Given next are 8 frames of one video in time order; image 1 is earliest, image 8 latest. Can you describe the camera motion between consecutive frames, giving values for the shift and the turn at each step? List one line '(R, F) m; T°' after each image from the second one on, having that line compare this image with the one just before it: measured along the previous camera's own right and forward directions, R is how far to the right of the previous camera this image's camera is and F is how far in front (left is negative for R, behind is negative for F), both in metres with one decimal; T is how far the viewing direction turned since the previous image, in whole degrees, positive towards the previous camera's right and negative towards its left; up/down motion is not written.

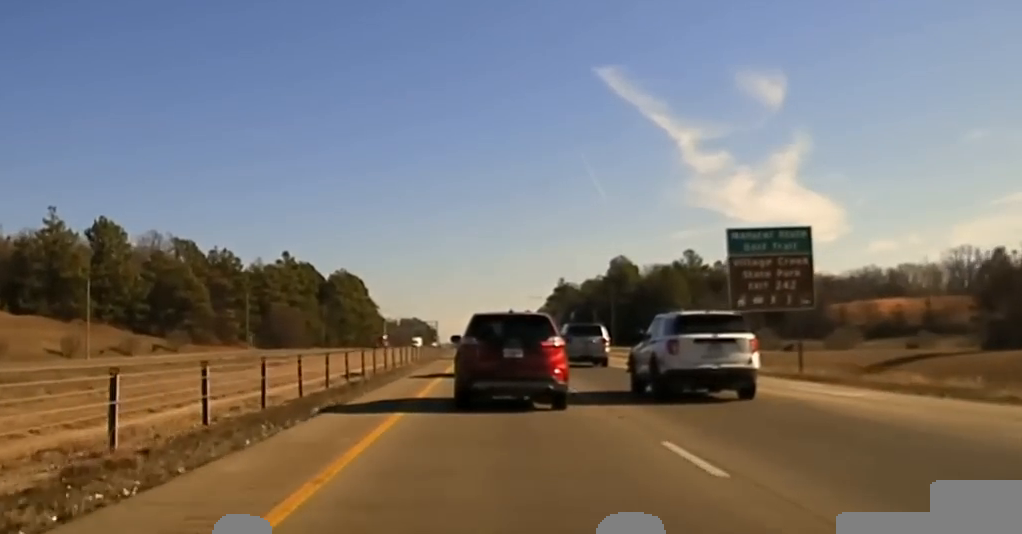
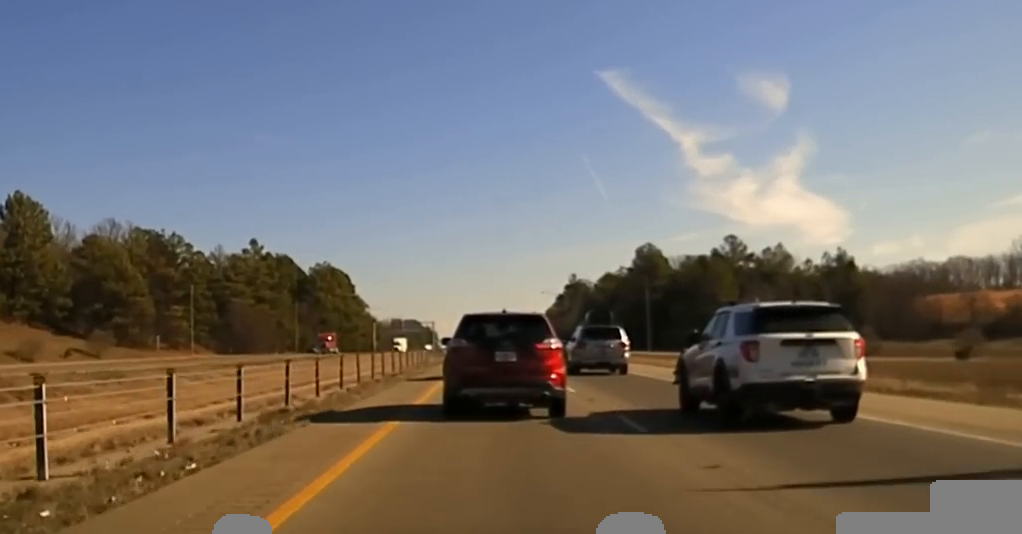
(+0.6, +42.5) m; +1°
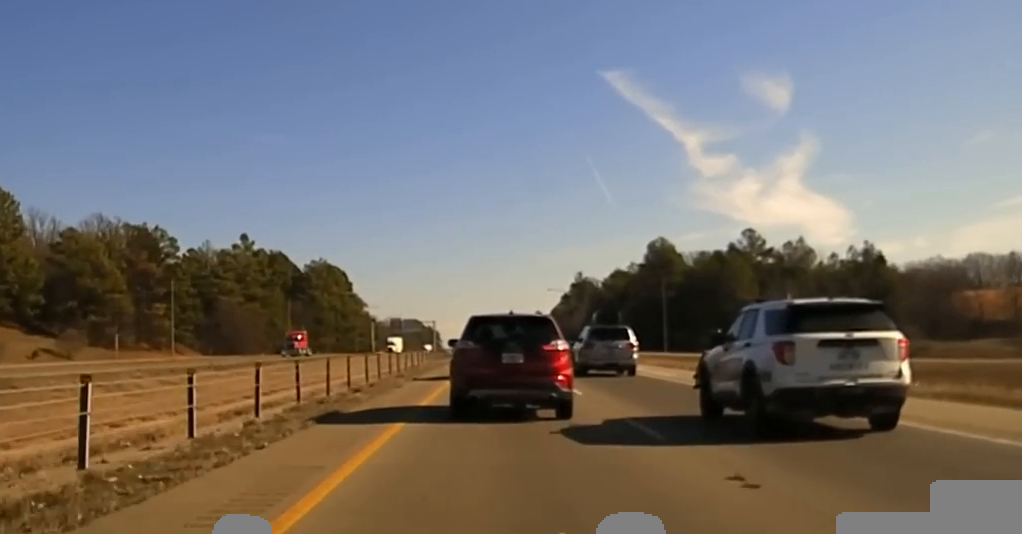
(+0.1, +12.7) m; 0°
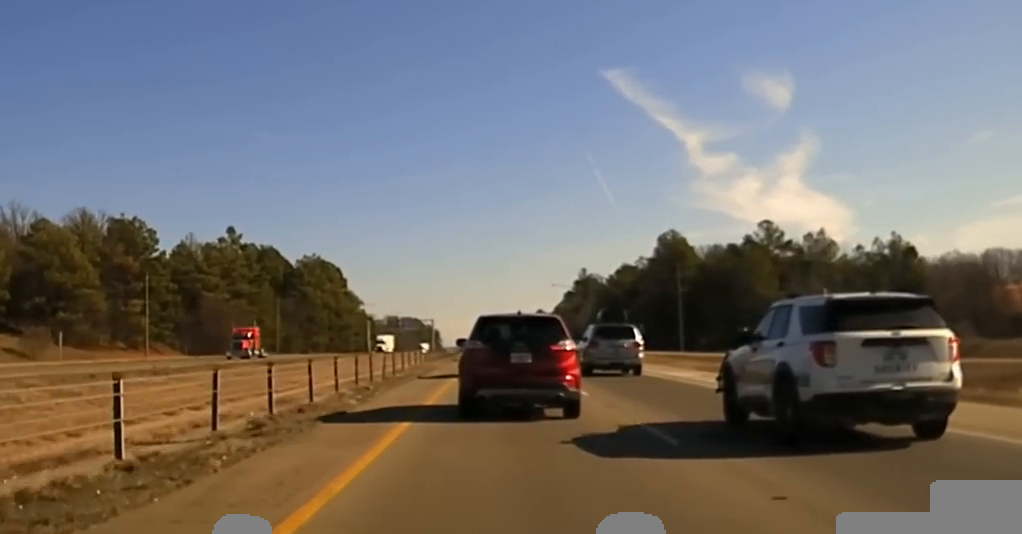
(0.0, +14.5) m; 0°
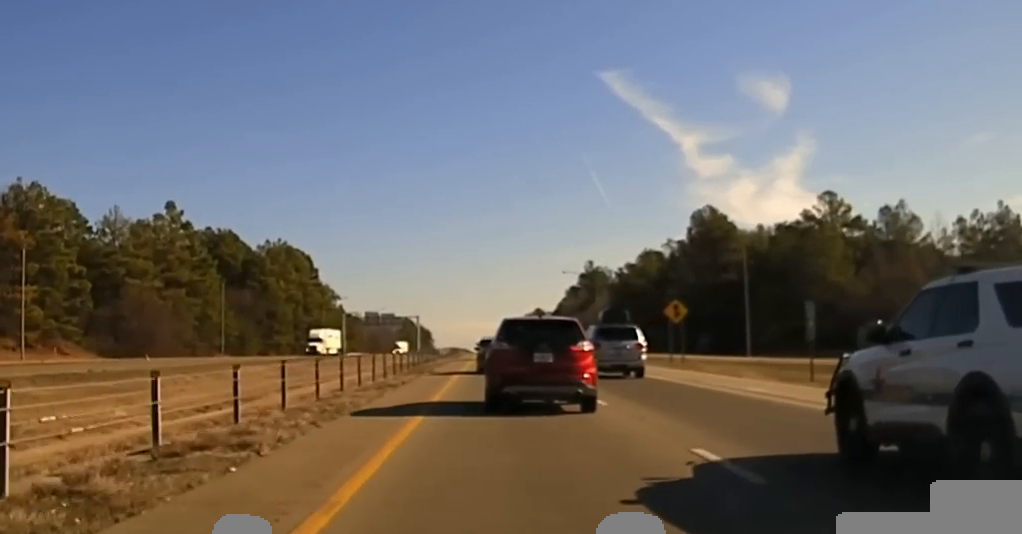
(-0.3, +49.6) m; 0°
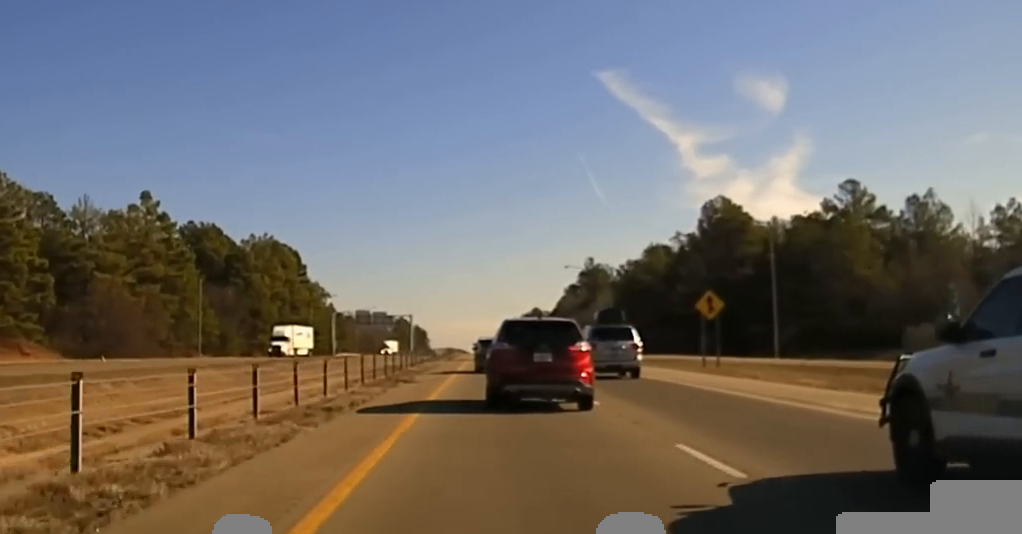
(+0.1, +11.8) m; 0°
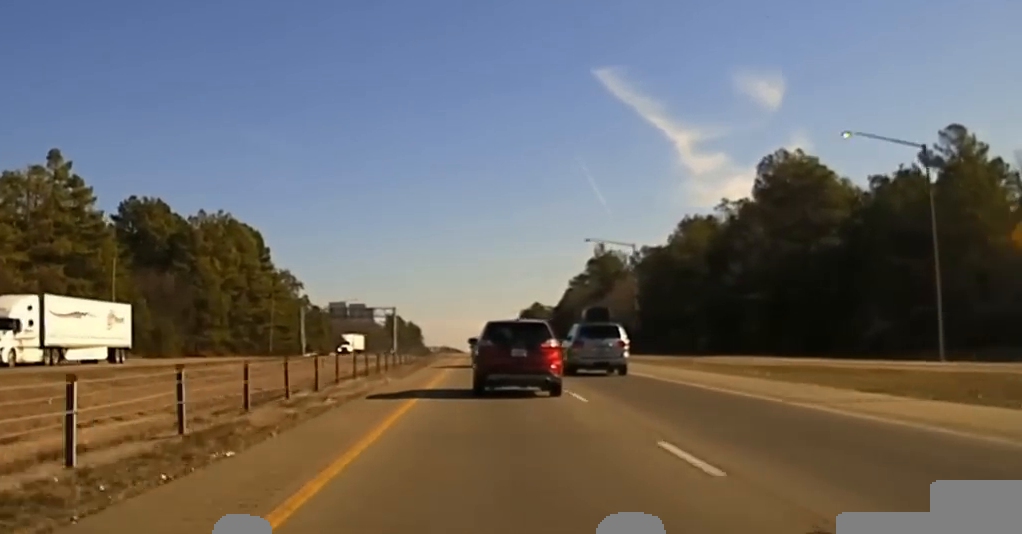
(+0.1, +34.9) m; 0°
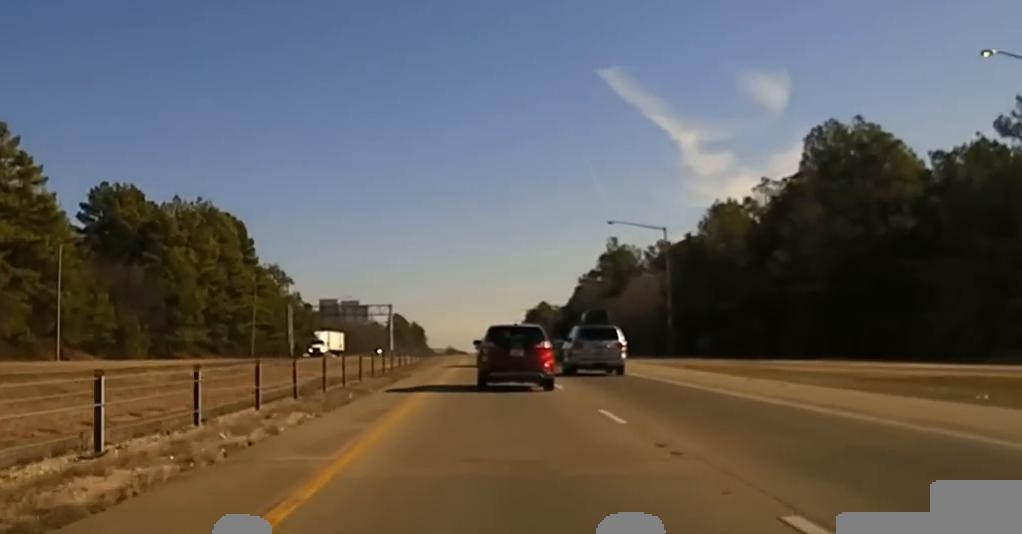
(0.0, +16.6) m; 0°
